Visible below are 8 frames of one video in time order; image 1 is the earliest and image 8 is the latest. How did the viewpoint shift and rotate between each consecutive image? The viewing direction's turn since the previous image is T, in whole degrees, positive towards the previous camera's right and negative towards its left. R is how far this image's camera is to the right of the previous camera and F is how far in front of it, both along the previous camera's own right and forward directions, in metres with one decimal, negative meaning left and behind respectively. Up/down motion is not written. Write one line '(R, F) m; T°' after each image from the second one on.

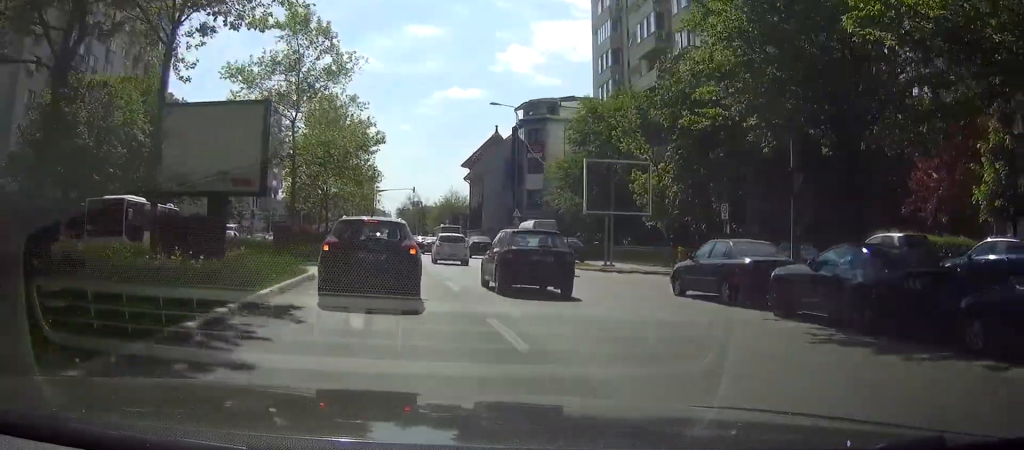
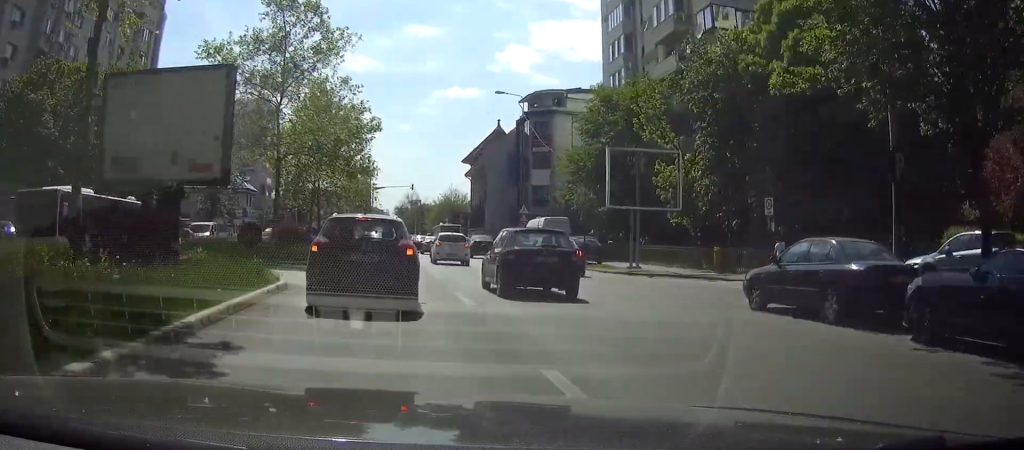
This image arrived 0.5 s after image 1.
(-0.2, +4.7) m; 0°
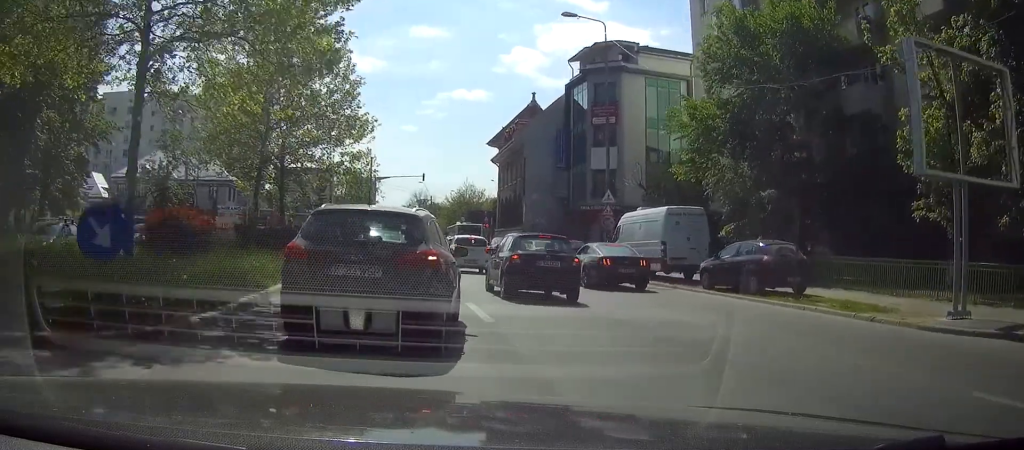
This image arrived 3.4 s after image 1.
(-0.4, +22.7) m; -3°
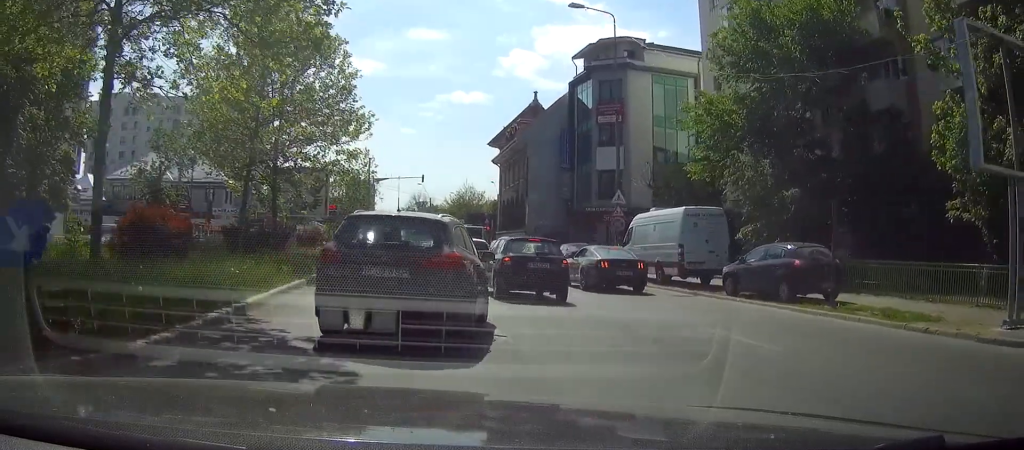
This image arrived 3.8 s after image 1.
(-0.1, +2.1) m; +2°
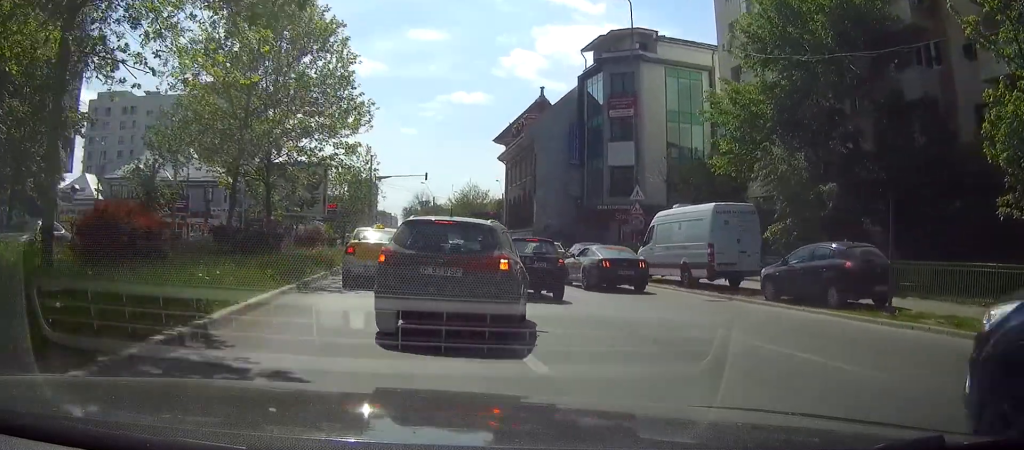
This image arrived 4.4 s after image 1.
(-0.2, +2.6) m; +3°
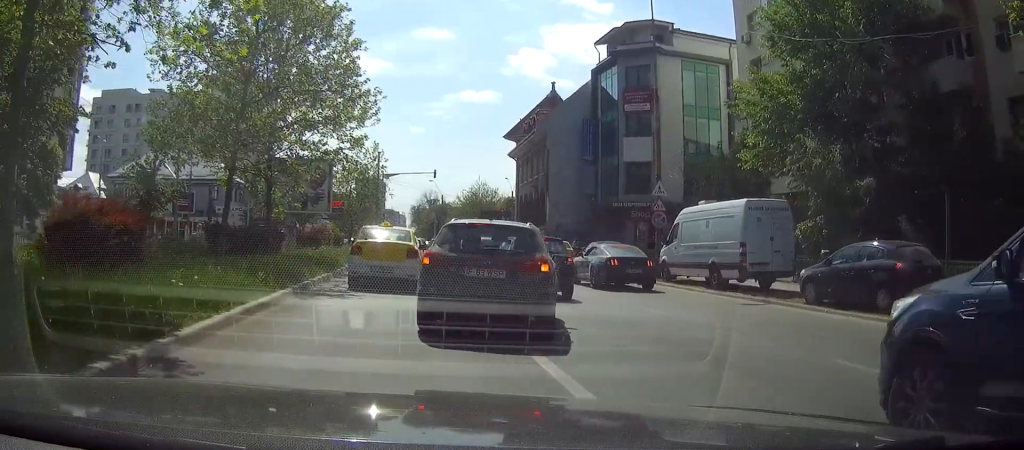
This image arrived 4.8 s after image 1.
(+0.2, +1.7) m; +2°
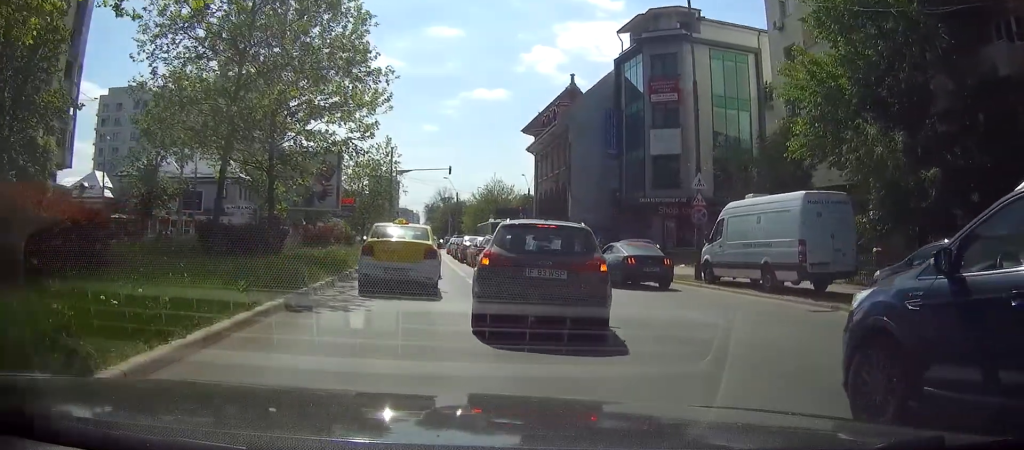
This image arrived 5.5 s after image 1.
(+0.3, +2.7) m; +3°
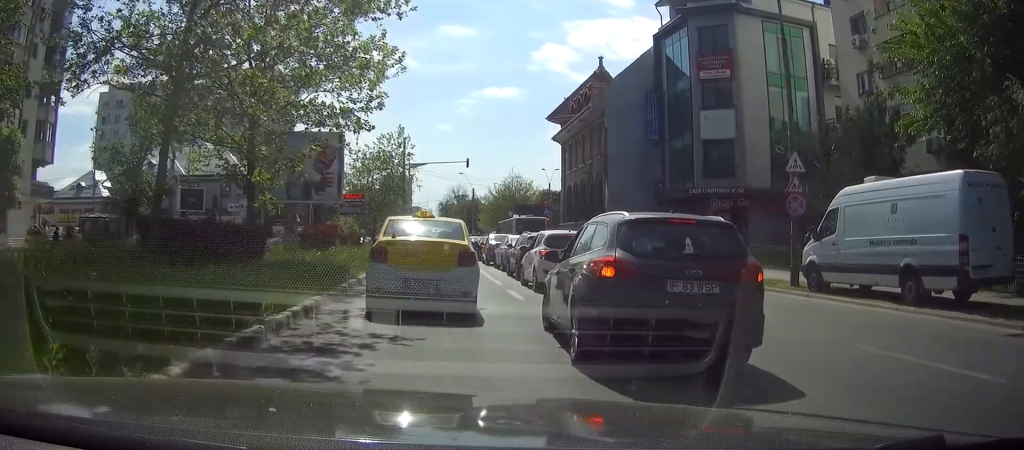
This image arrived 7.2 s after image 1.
(-0.4, +6.0) m; -1°
